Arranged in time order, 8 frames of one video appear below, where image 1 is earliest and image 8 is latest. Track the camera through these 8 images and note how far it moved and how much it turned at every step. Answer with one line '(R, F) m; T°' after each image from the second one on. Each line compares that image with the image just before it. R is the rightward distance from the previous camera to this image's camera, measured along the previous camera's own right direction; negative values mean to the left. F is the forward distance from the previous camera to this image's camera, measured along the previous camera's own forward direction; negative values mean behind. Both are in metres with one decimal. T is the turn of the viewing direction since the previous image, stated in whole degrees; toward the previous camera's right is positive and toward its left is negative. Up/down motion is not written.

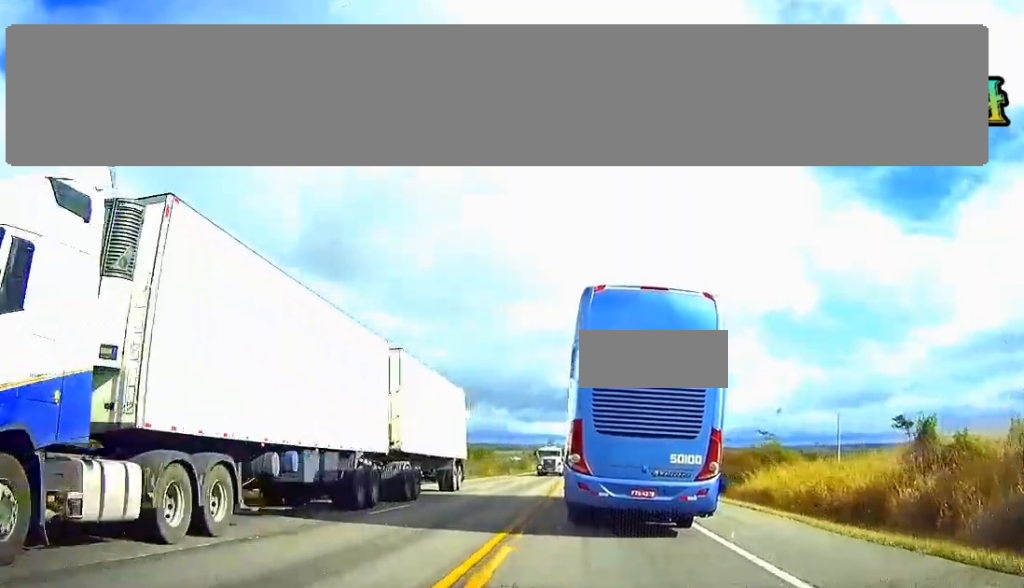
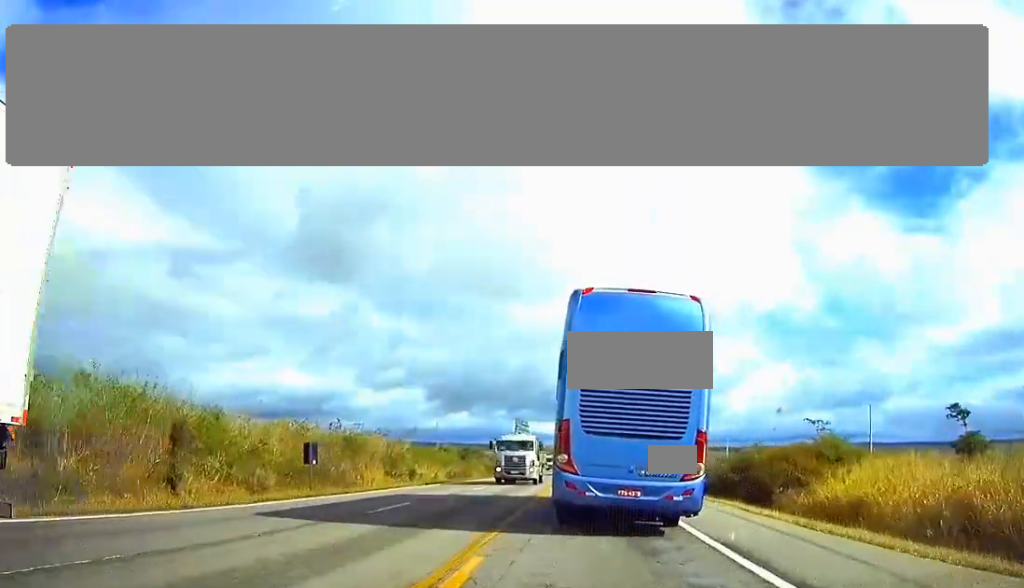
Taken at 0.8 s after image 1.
(0.0, +17.3) m; 0°
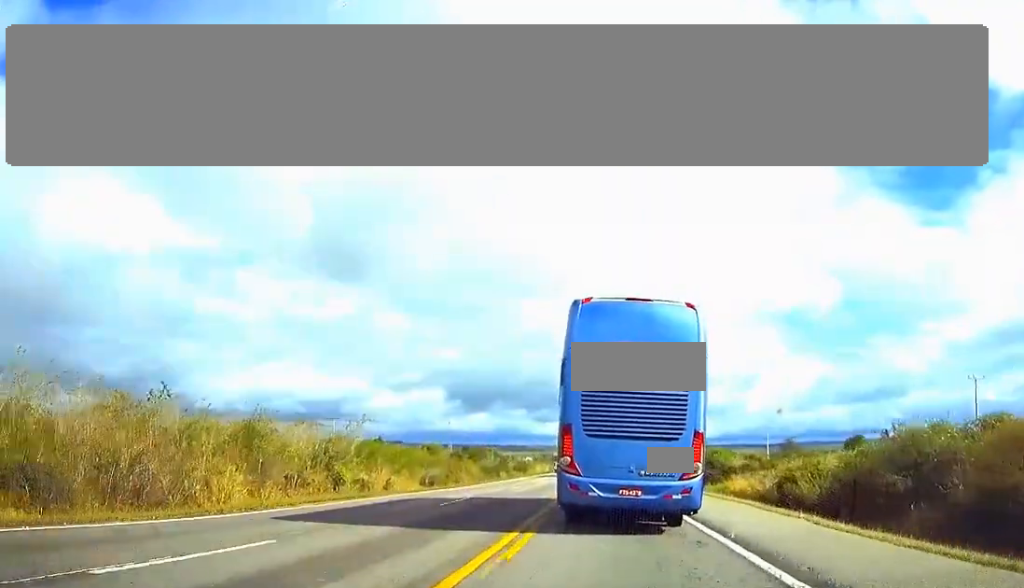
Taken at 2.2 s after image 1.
(-0.2, +29.2) m; 0°
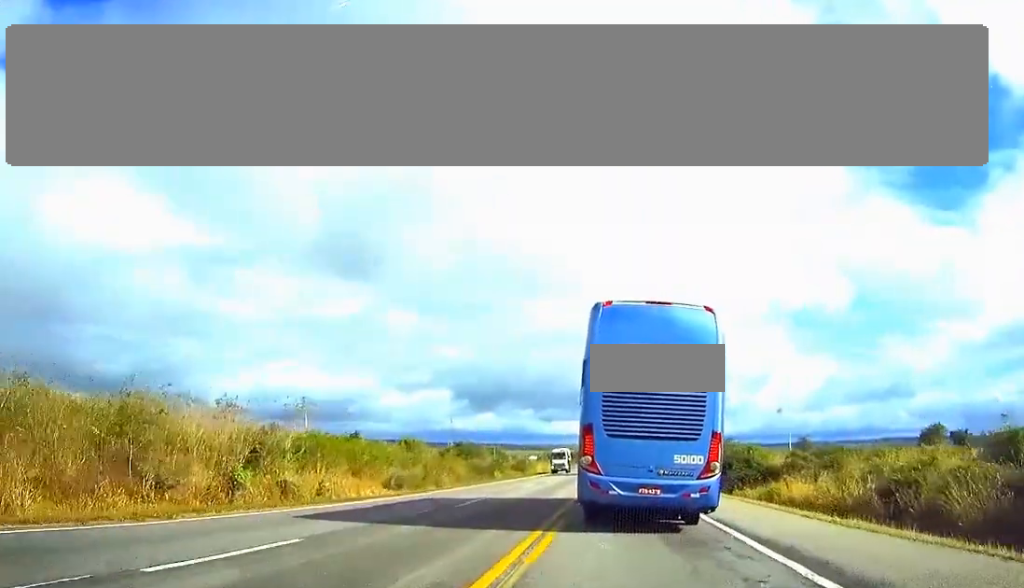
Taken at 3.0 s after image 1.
(0.0, +17.0) m; 0°
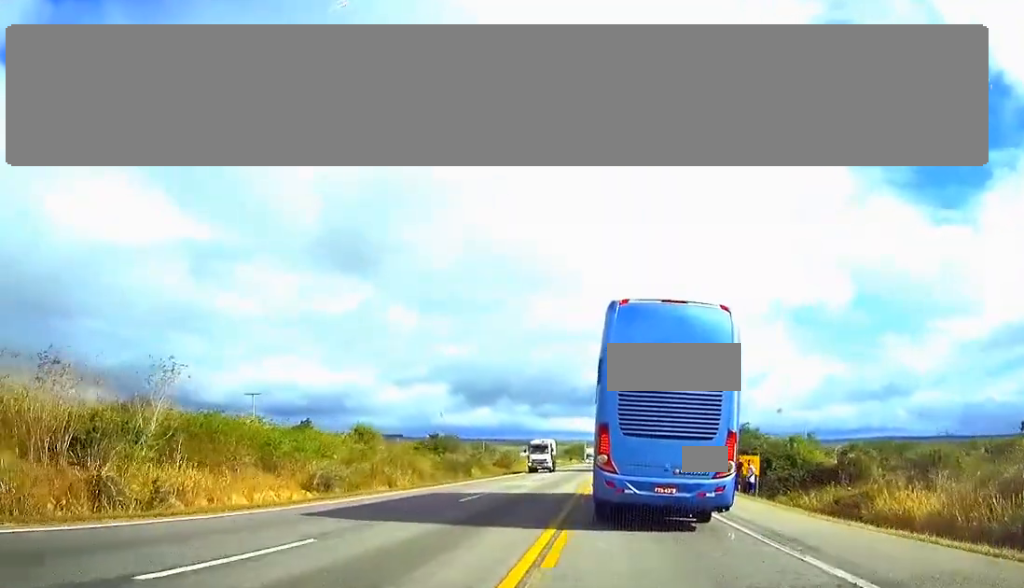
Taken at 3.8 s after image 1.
(0.0, +18.3) m; 0°
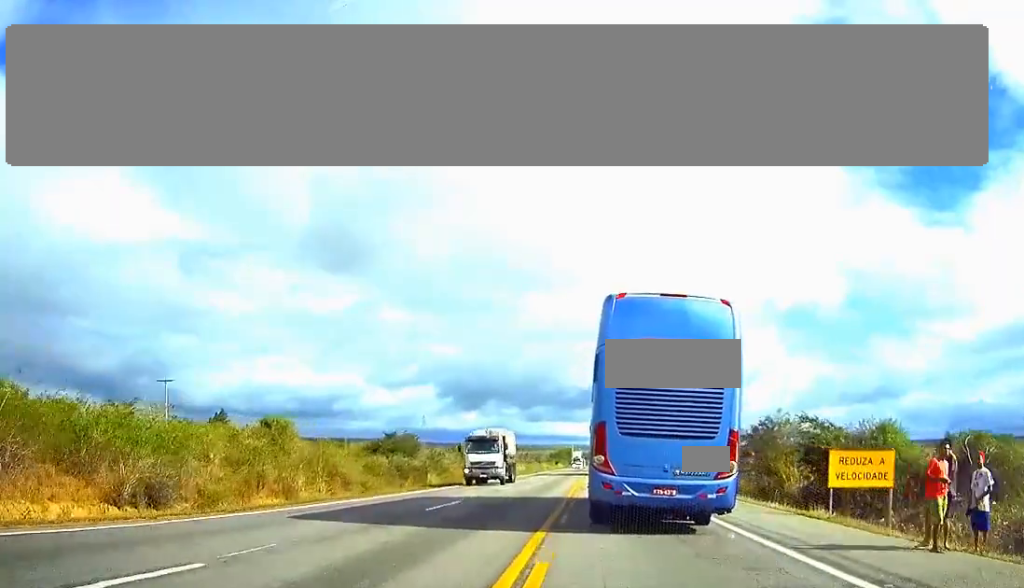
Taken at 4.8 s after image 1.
(+0.1, +20.9) m; 0°
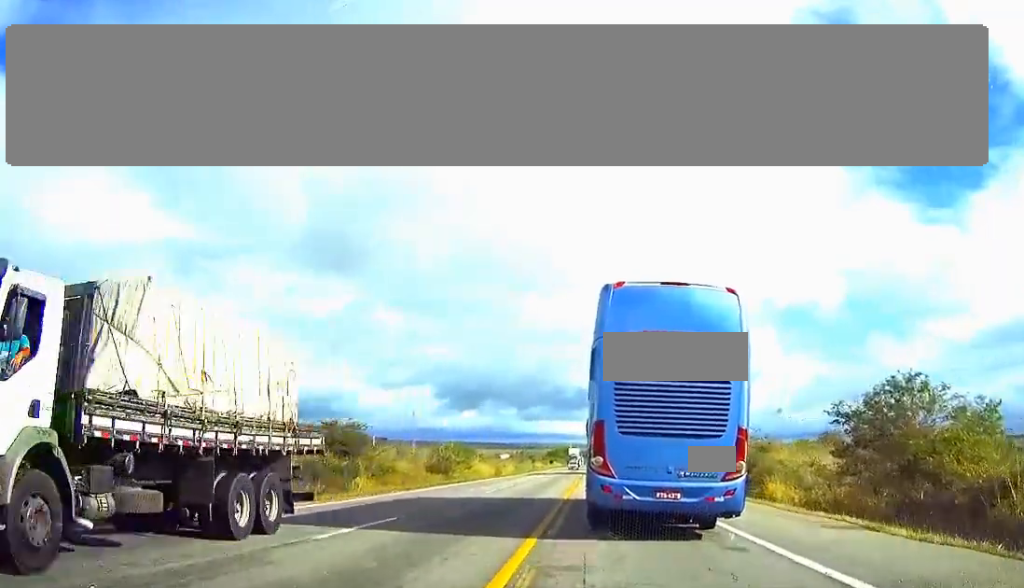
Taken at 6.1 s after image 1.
(0.0, +25.5) m; 0°
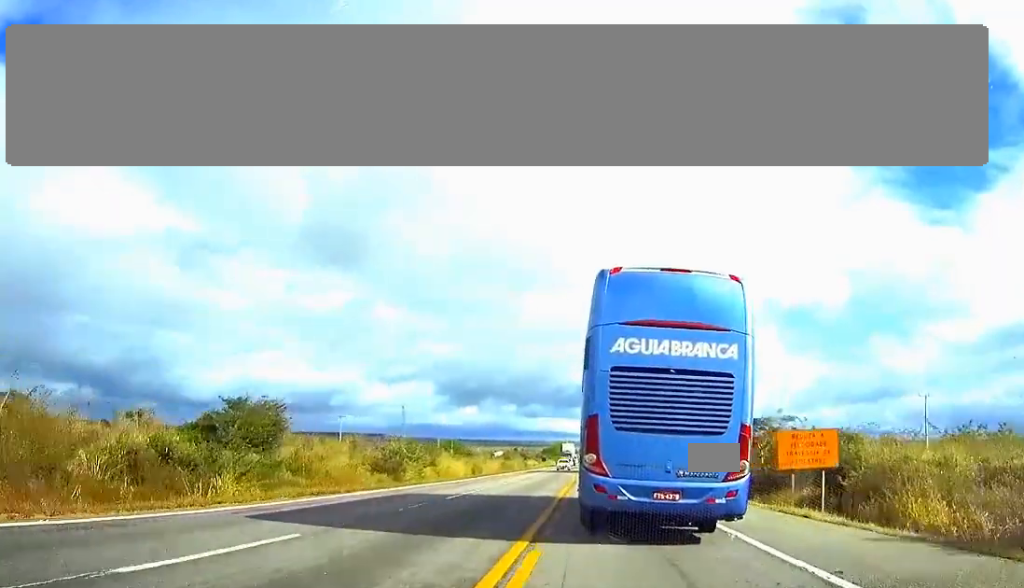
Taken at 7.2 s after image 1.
(0.0, +23.0) m; 0°
